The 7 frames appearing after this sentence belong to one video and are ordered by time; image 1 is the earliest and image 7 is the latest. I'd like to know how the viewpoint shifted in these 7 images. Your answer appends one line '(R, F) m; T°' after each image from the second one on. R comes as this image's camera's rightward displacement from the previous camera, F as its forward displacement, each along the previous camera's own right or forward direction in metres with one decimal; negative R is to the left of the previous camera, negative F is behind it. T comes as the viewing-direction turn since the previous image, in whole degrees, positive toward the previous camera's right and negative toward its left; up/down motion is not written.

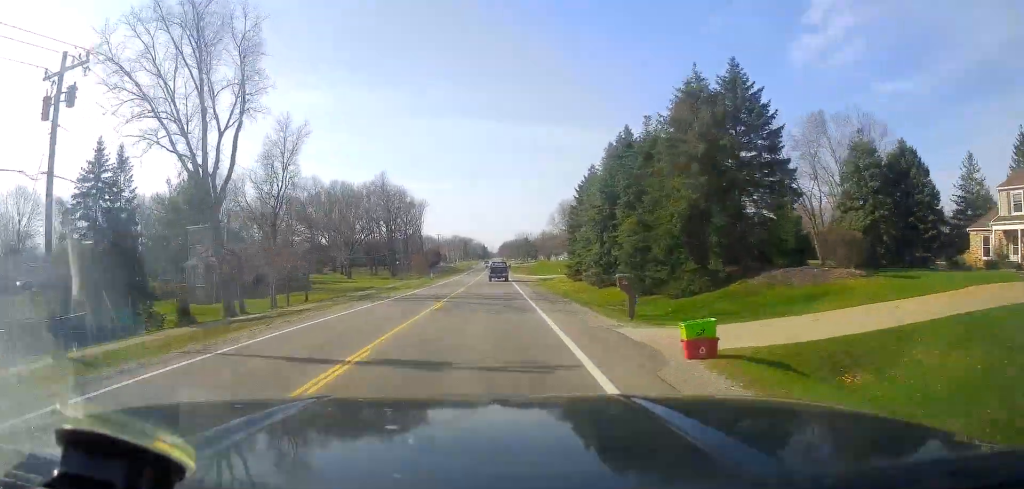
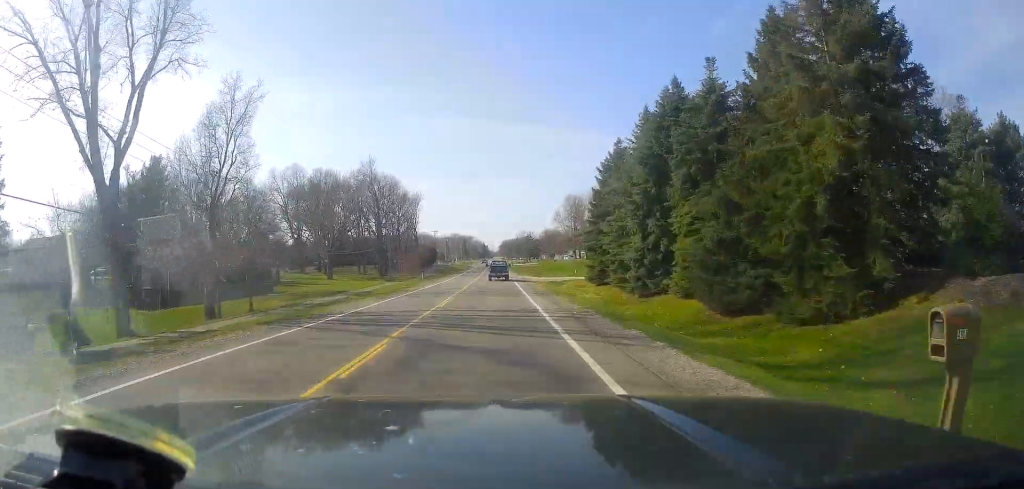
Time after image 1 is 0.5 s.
(-0.1, +13.8) m; 0°
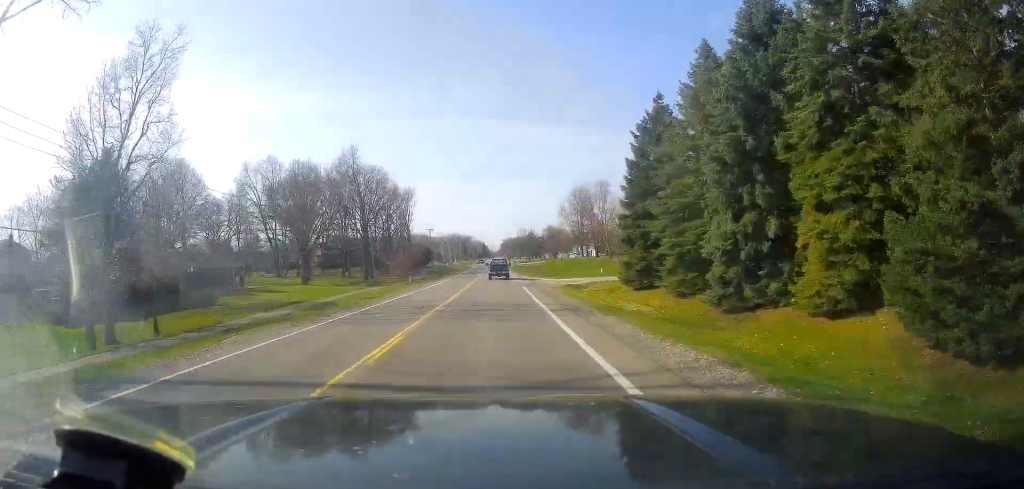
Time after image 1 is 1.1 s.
(0.0, +13.8) m; 0°
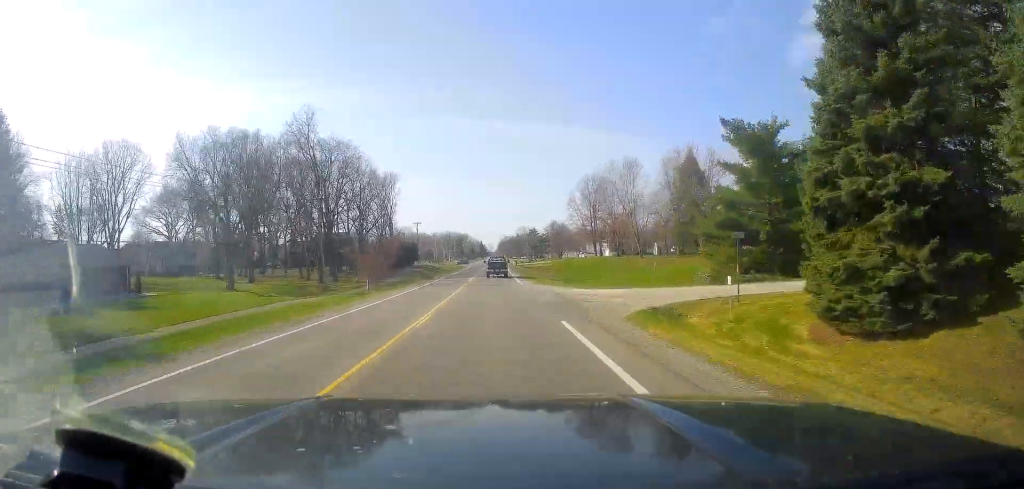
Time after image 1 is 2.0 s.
(+0.3, +24.5) m; +1°
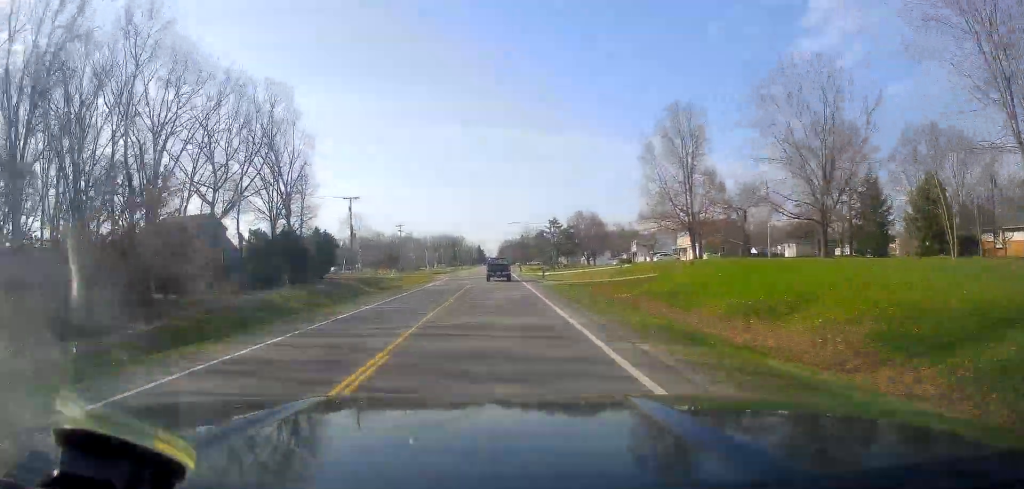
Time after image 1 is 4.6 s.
(-0.4, +70.1) m; -1°
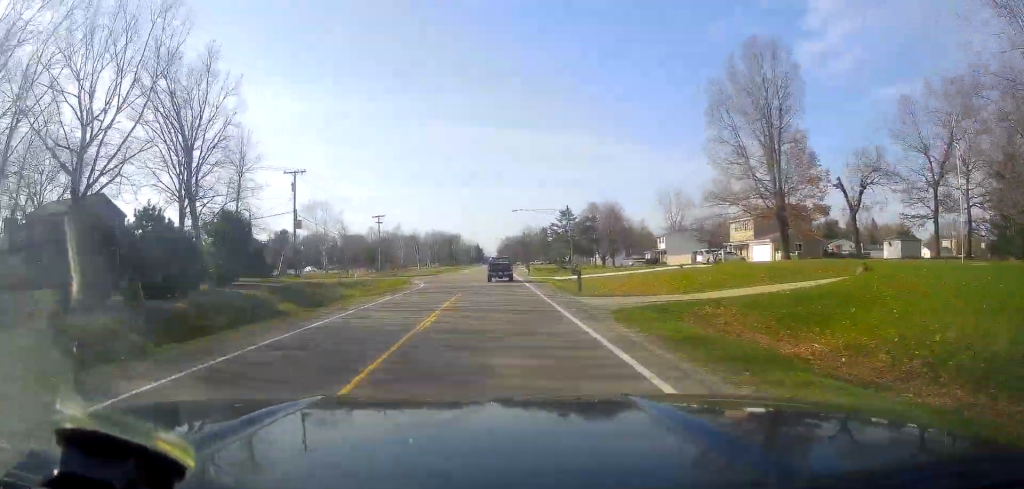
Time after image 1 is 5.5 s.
(0.0, +23.4) m; +1°
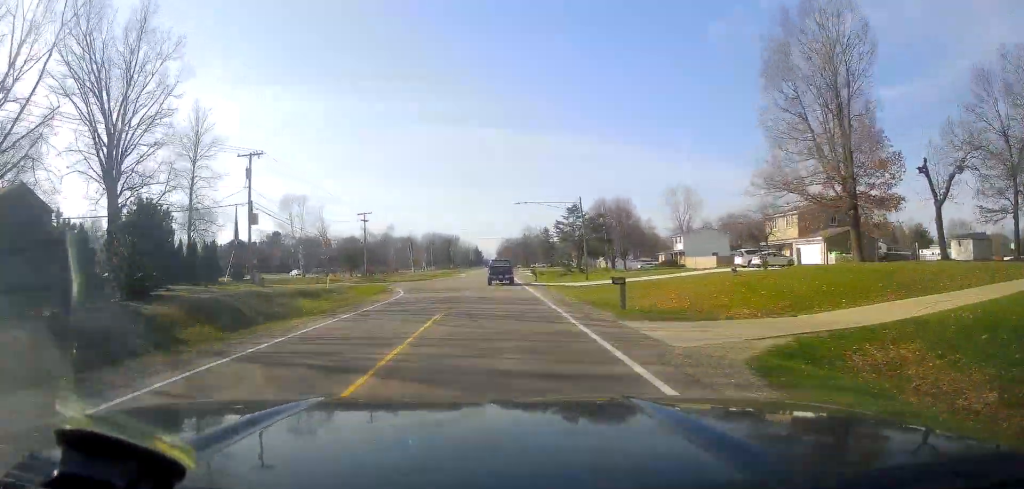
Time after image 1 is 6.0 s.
(+0.3, +11.0) m; 0°
